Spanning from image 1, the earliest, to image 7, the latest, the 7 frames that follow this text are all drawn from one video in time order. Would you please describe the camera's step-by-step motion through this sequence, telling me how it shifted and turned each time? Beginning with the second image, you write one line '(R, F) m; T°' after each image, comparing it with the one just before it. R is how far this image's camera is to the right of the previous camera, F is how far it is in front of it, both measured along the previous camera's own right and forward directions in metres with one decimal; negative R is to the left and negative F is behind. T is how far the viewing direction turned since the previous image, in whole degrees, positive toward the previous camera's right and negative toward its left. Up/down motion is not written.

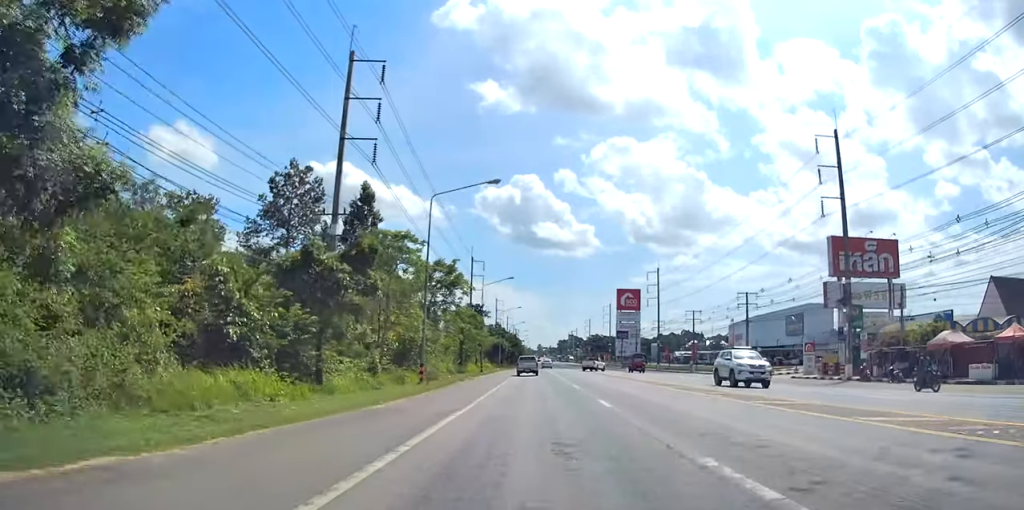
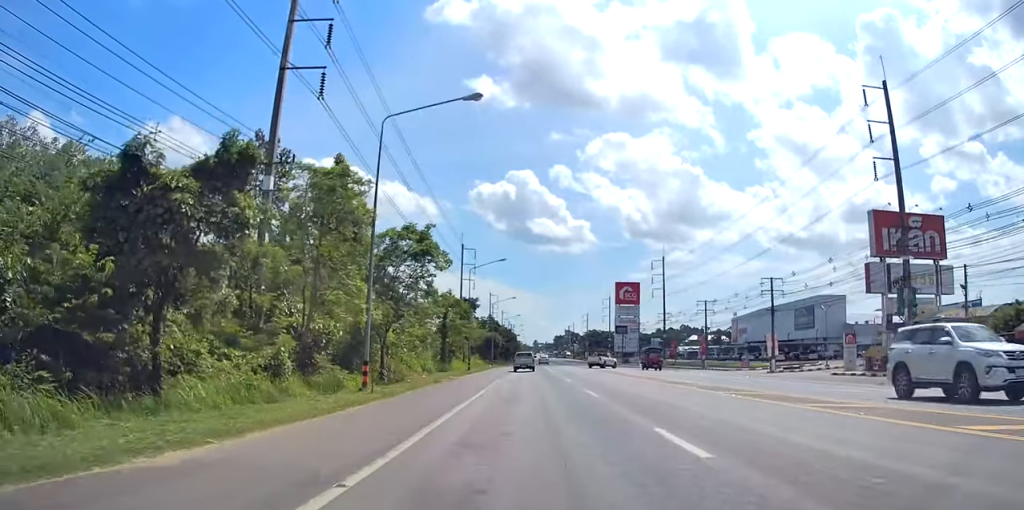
(-0.3, +9.5) m; 0°
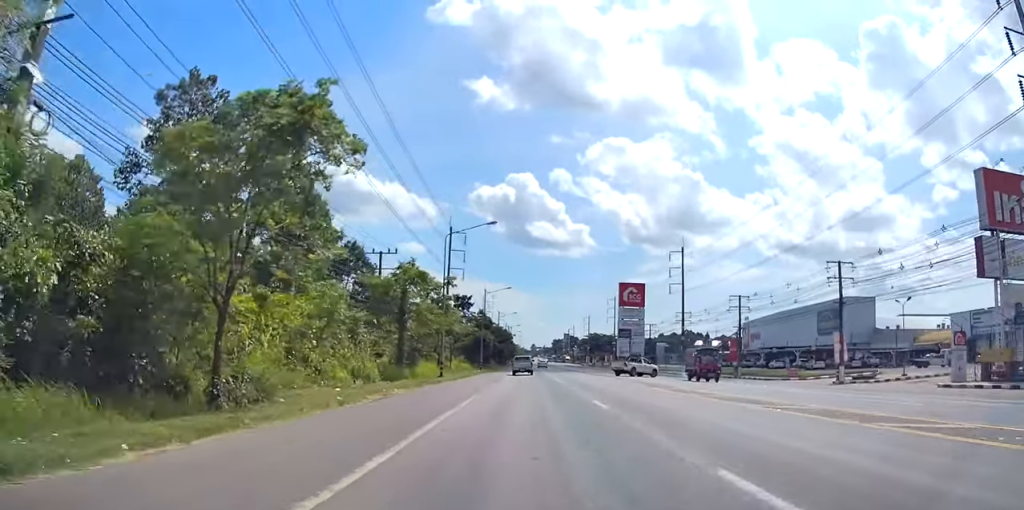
(+0.2, +15.1) m; 0°
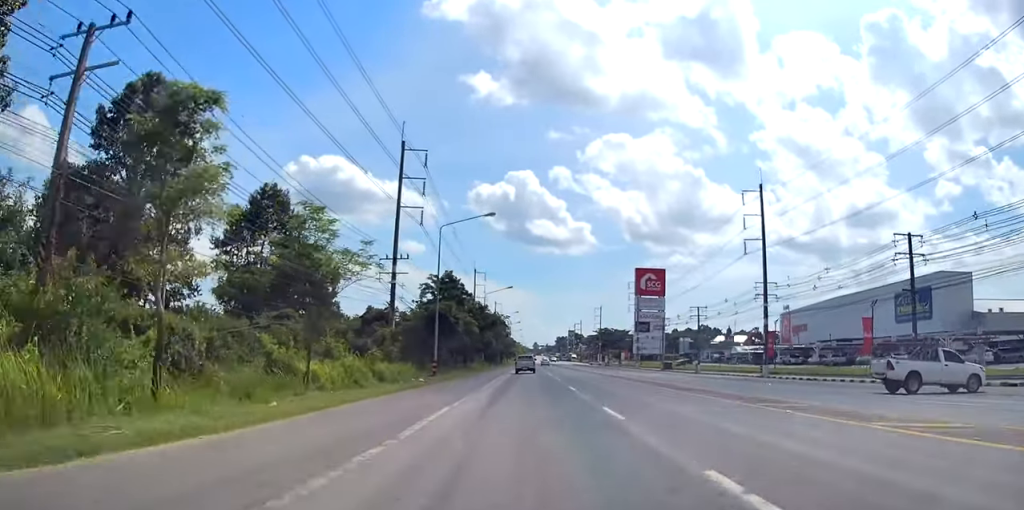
(-0.3, +35.4) m; 0°
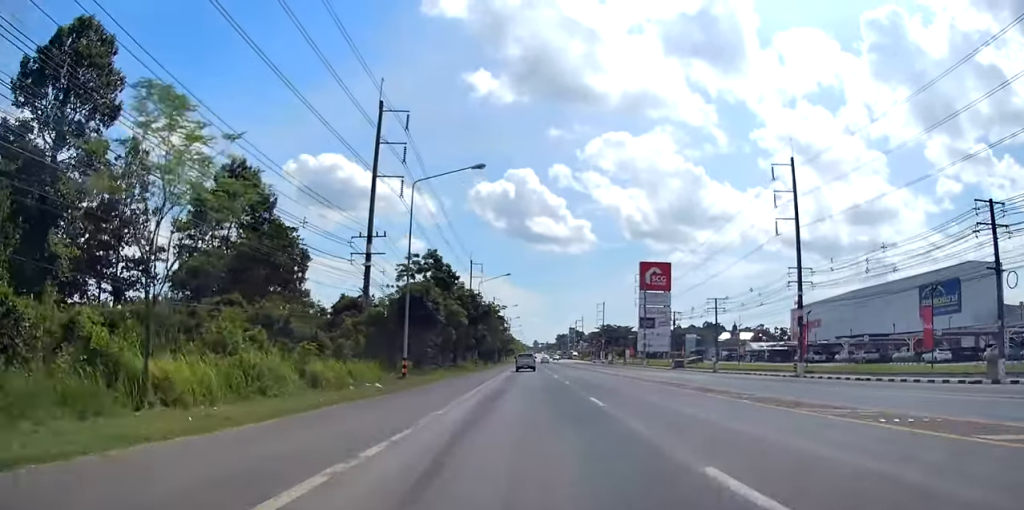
(0.0, +9.2) m; 0°
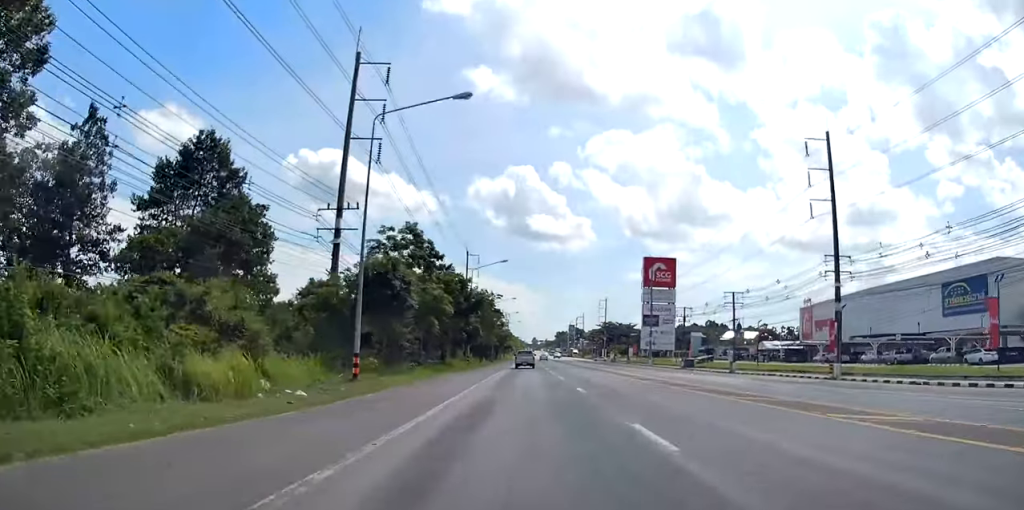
(0.0, +7.7) m; 0°
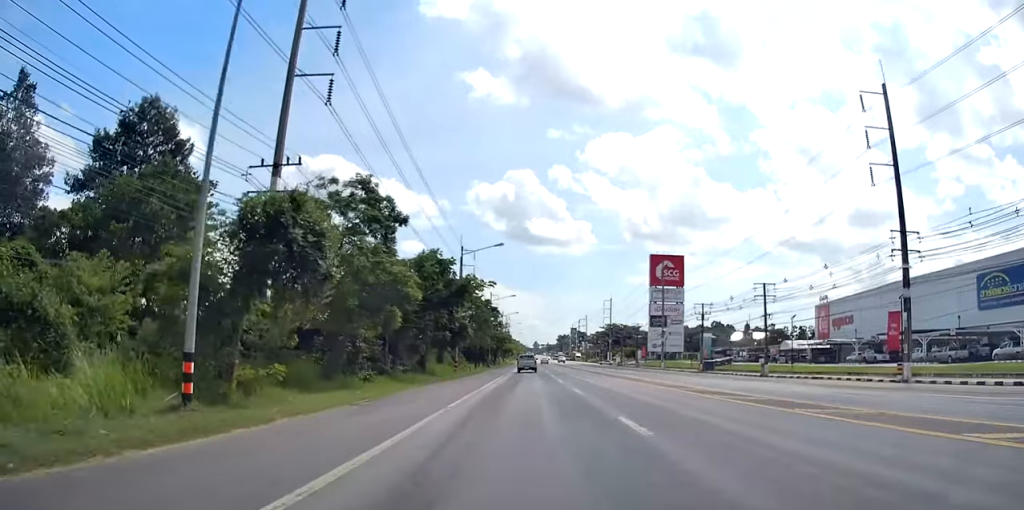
(+0.1, +10.3) m; -1°
